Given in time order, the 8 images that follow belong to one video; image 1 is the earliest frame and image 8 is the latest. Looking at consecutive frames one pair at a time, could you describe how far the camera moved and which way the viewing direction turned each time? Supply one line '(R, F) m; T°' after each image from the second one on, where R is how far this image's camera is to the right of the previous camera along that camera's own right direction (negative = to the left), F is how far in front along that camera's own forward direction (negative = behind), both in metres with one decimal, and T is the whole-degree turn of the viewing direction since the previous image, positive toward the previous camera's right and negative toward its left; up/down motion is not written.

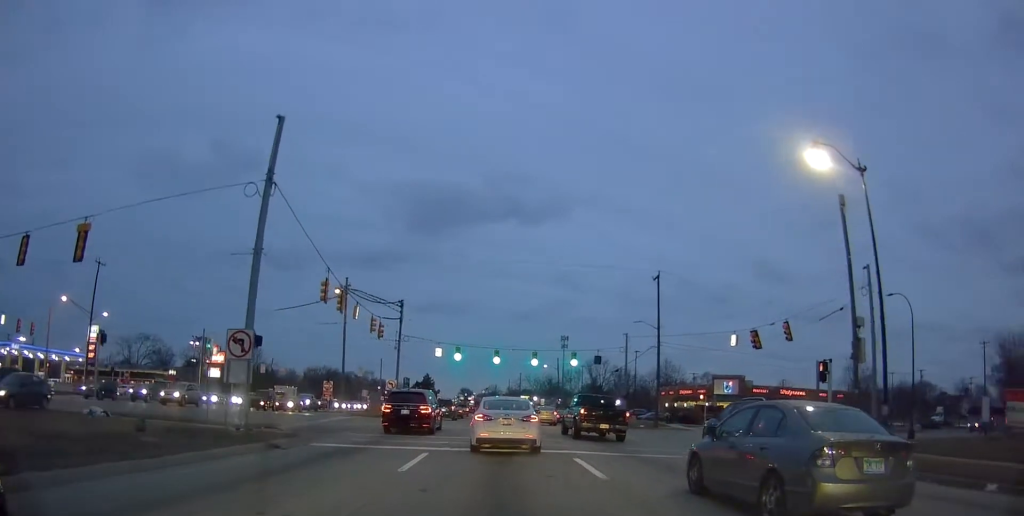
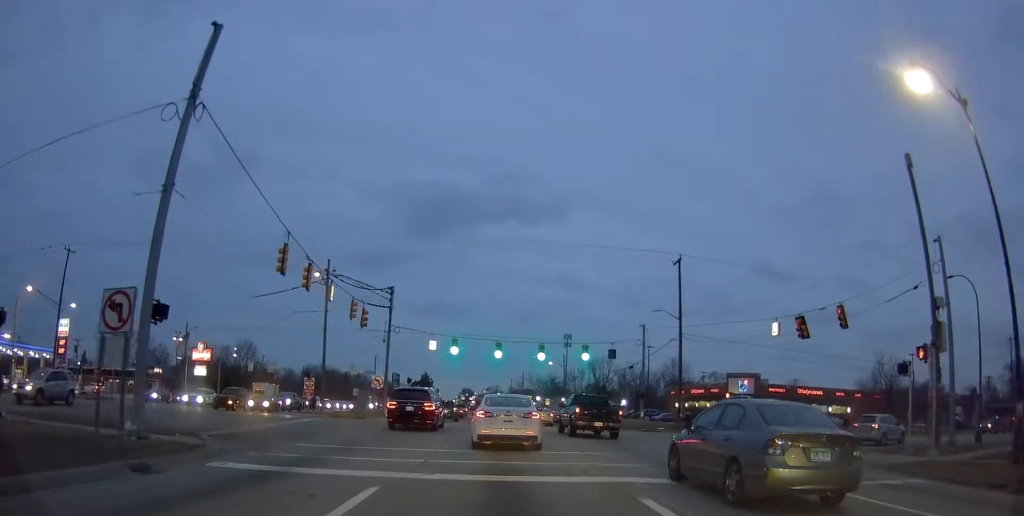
(0.0, +6.0) m; 0°
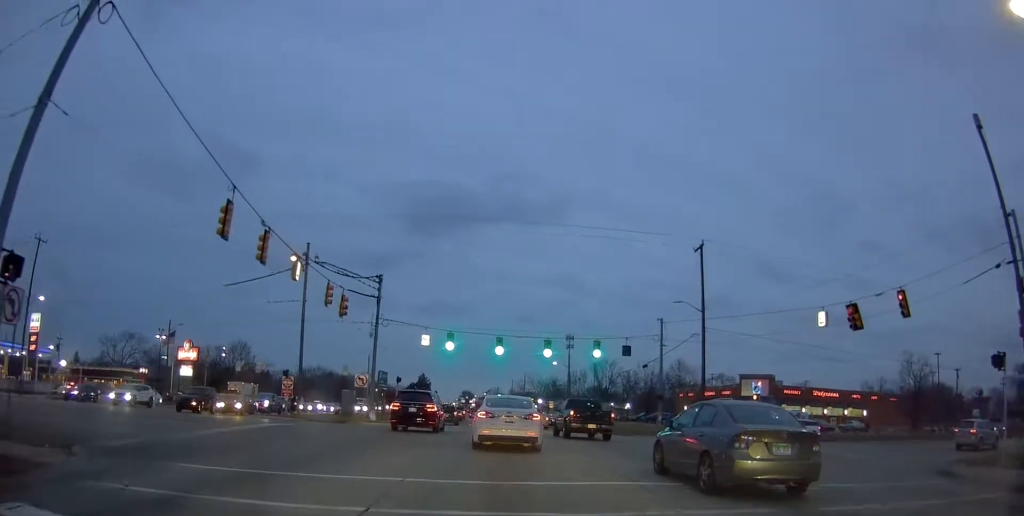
(0.0, +5.7) m; 0°
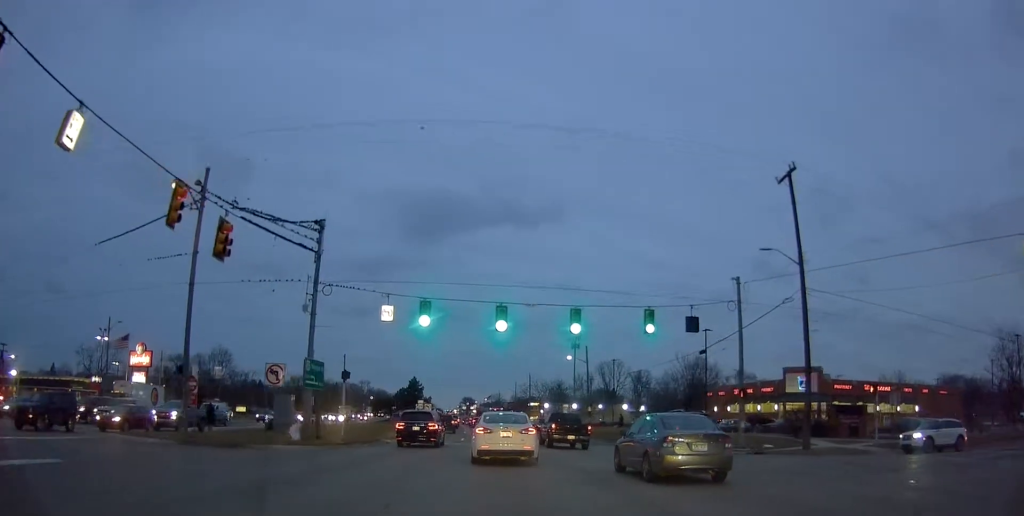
(0.0, +16.5) m; 0°
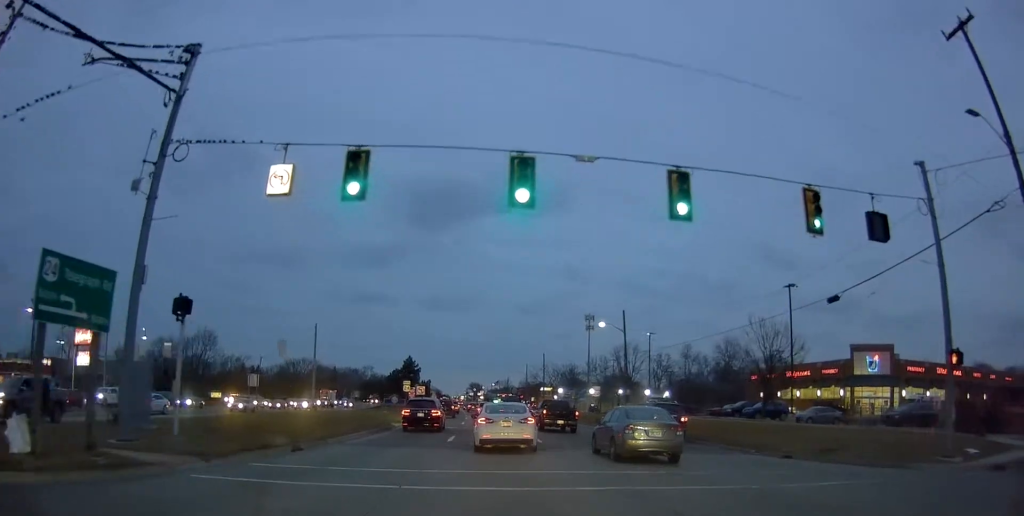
(+0.4, +17.1) m; +2°
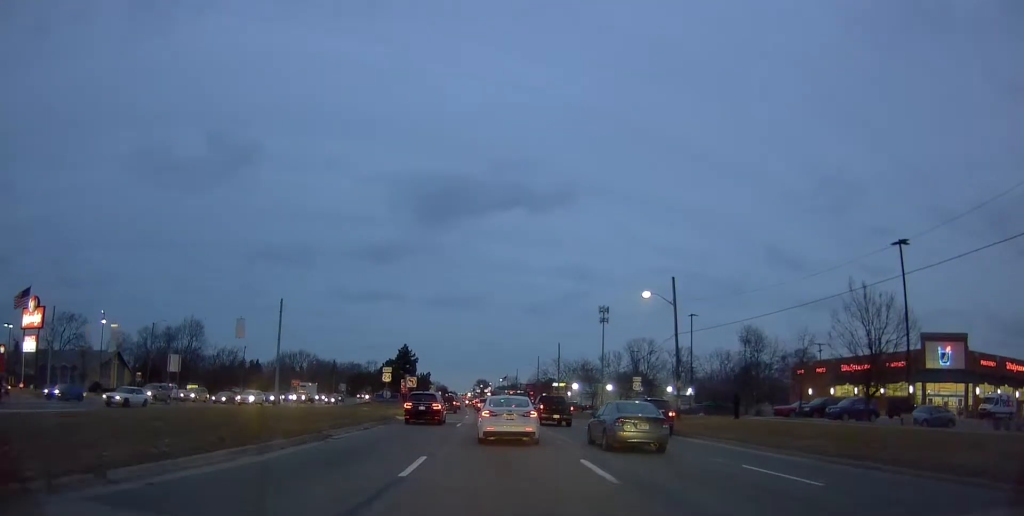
(-0.1, +13.3) m; -1°
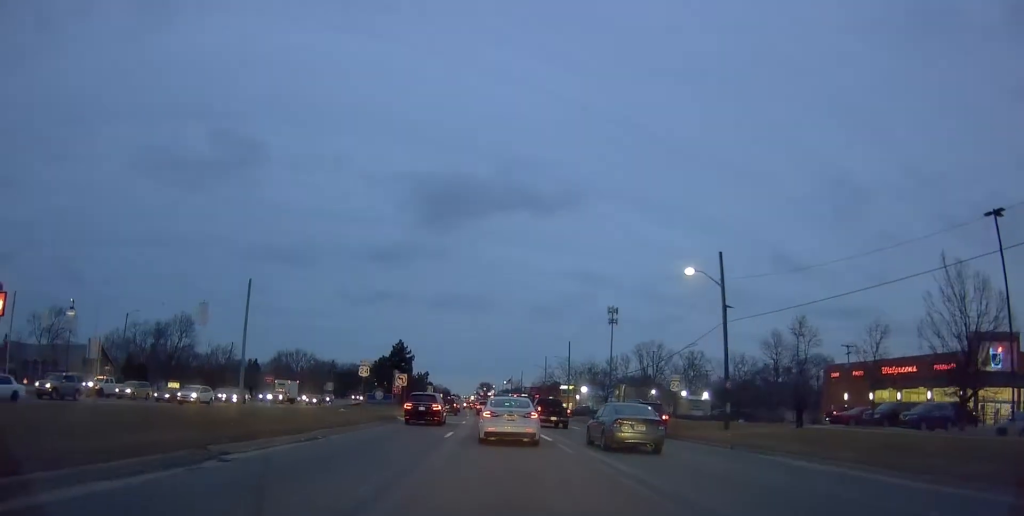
(-0.1, +8.2) m; 0°
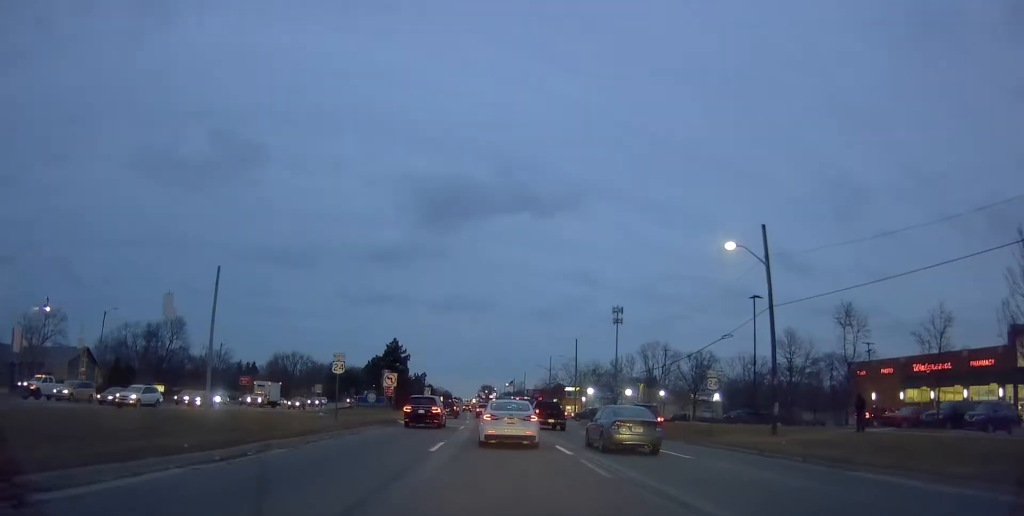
(-0.1, +5.7) m; +1°
